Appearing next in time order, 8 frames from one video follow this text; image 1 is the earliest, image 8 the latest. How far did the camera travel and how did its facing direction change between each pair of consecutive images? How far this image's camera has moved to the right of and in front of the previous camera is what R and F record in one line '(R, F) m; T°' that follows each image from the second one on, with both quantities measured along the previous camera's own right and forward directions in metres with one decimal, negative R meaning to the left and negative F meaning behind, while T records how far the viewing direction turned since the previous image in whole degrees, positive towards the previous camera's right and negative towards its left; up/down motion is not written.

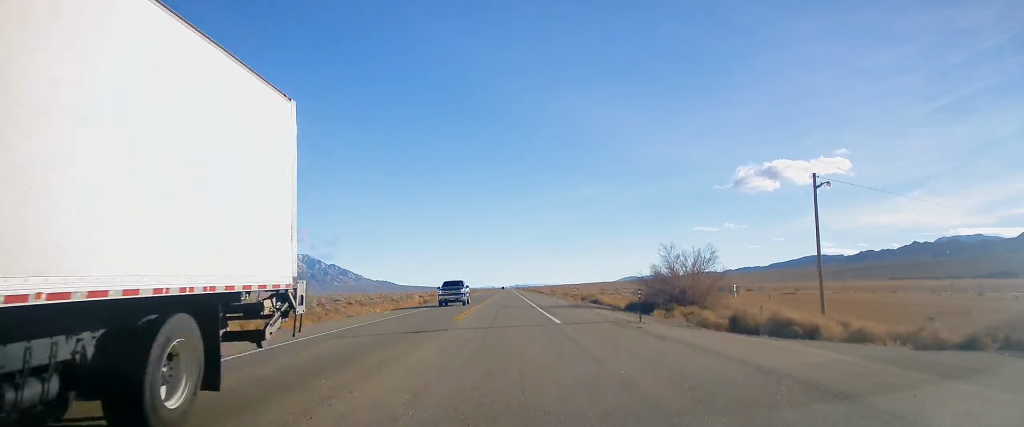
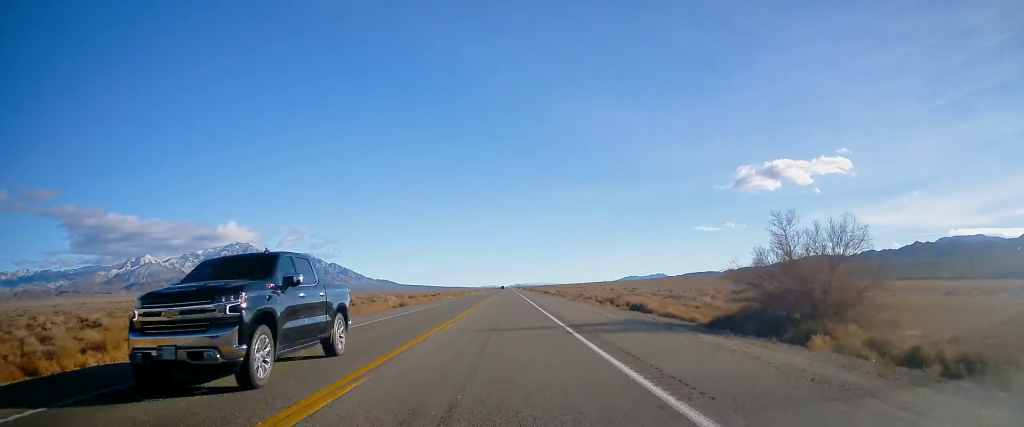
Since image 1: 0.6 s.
(+0.1, +18.4) m; 0°
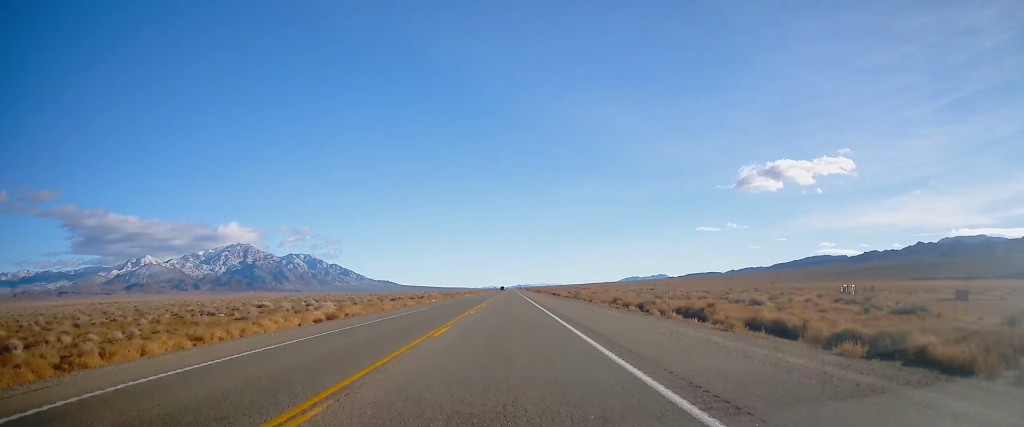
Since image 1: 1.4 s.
(+0.2, +25.7) m; 0°
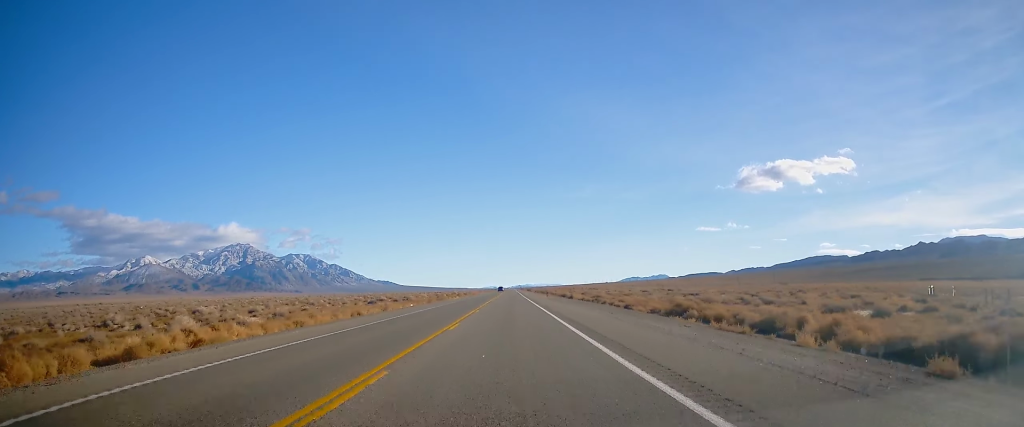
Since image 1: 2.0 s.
(-0.3, +21.6) m; -1°
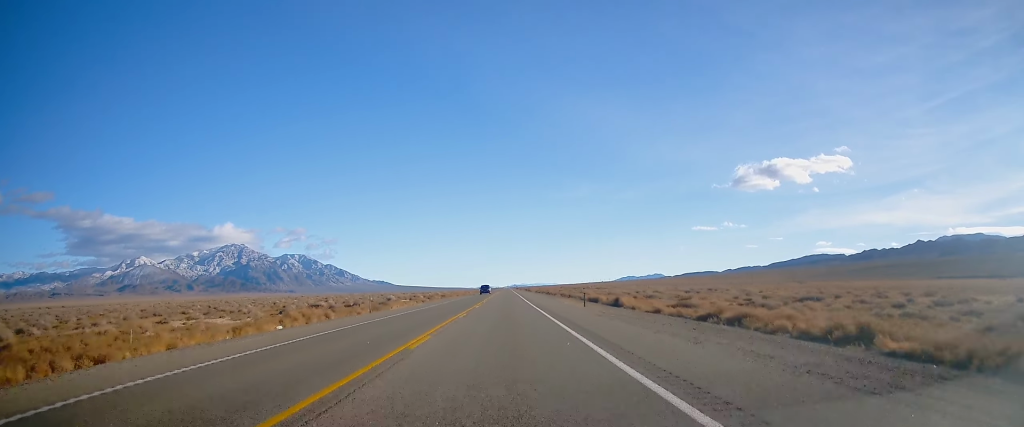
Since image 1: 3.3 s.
(-0.4, +42.1) m; 0°
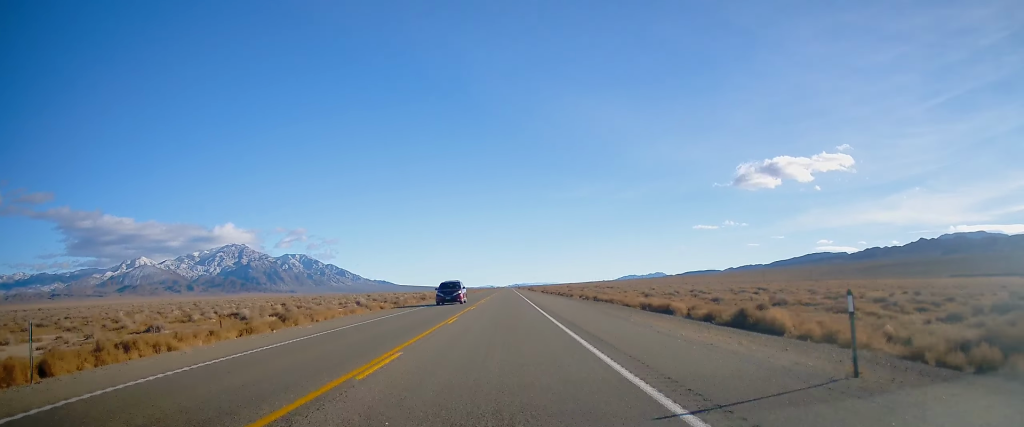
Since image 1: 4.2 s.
(+0.5, +28.3) m; +1°
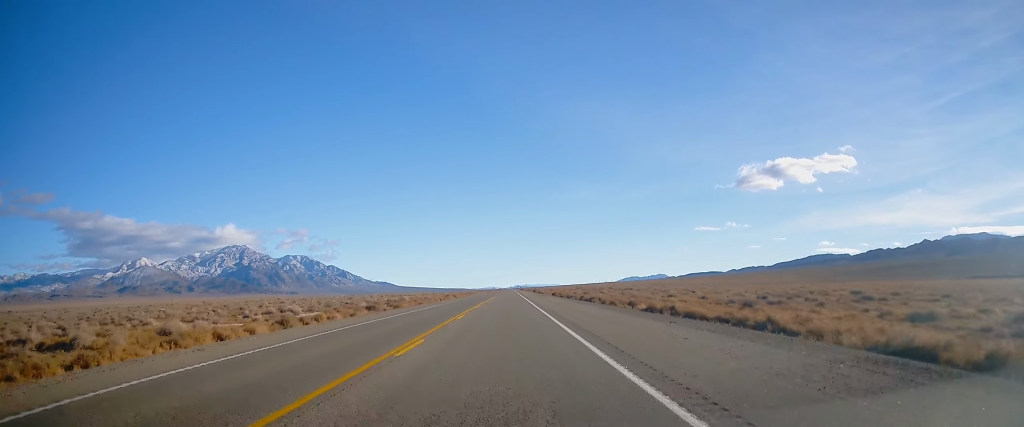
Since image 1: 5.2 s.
(+0.1, +34.1) m; 0°
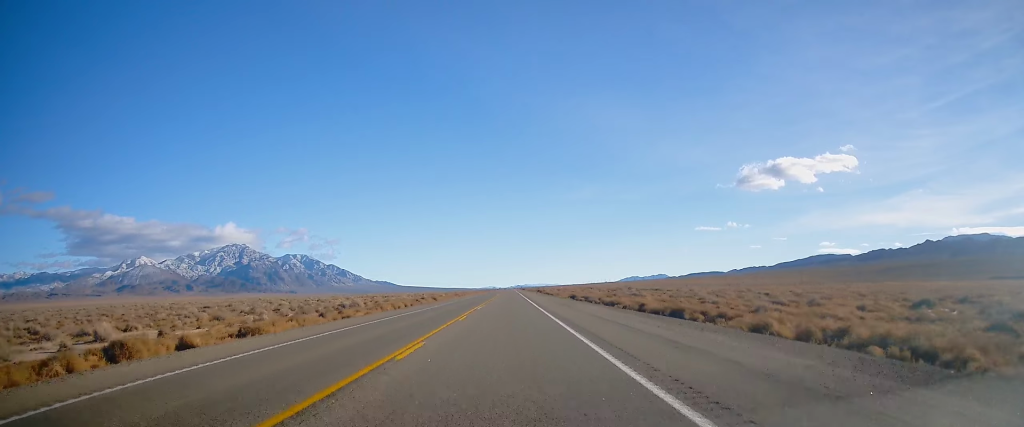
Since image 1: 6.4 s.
(-0.1, +37.5) m; -1°
